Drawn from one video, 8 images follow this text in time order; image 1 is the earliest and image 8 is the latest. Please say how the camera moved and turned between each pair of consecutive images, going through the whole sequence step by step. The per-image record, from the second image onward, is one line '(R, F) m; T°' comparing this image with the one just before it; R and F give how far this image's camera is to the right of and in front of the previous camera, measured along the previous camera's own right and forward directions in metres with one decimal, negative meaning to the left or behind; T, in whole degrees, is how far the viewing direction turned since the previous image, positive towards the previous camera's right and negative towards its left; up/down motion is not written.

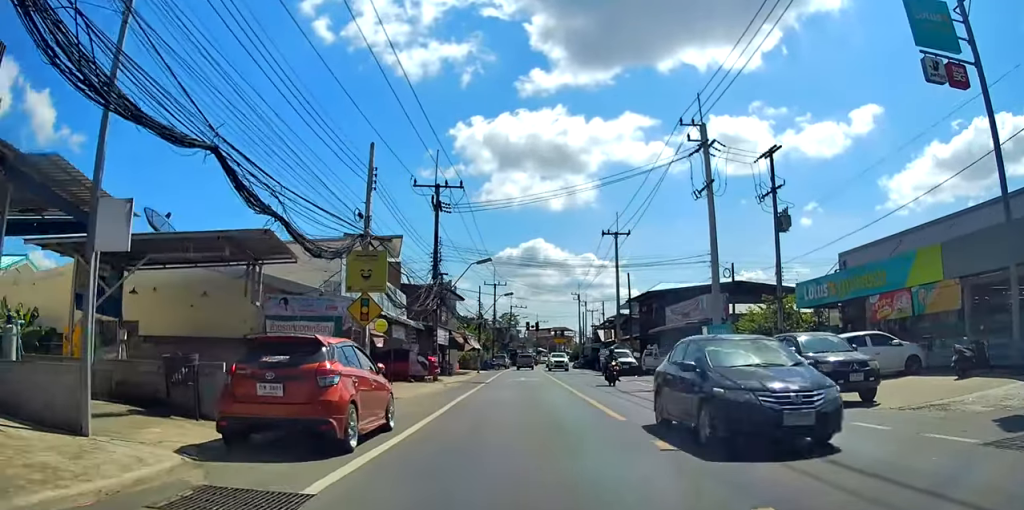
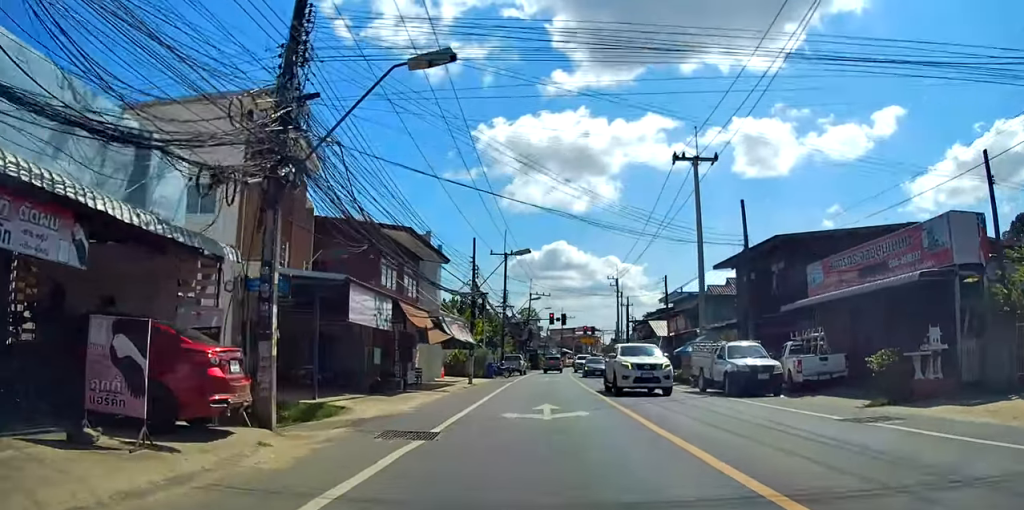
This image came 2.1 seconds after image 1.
(-0.1, +21.9) m; -3°
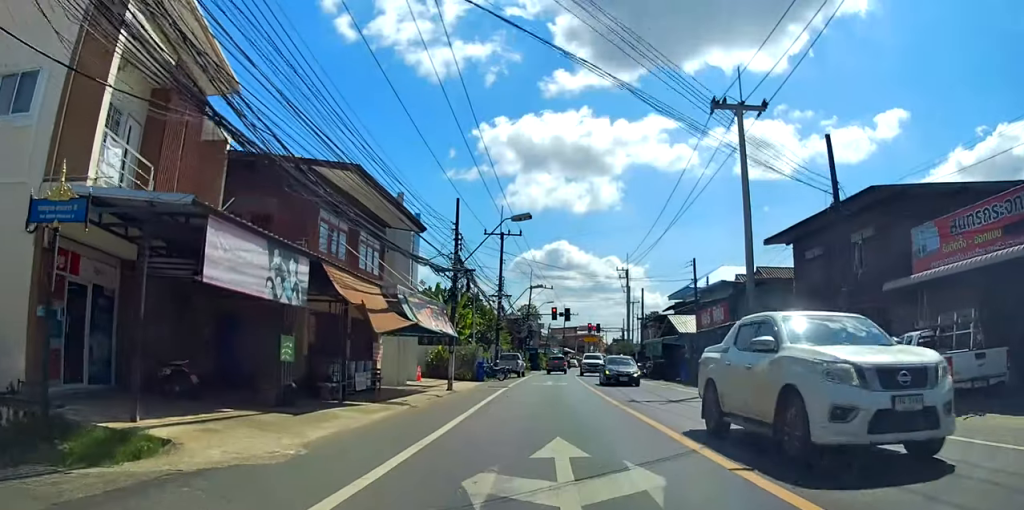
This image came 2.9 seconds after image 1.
(-0.2, +7.5) m; -1°
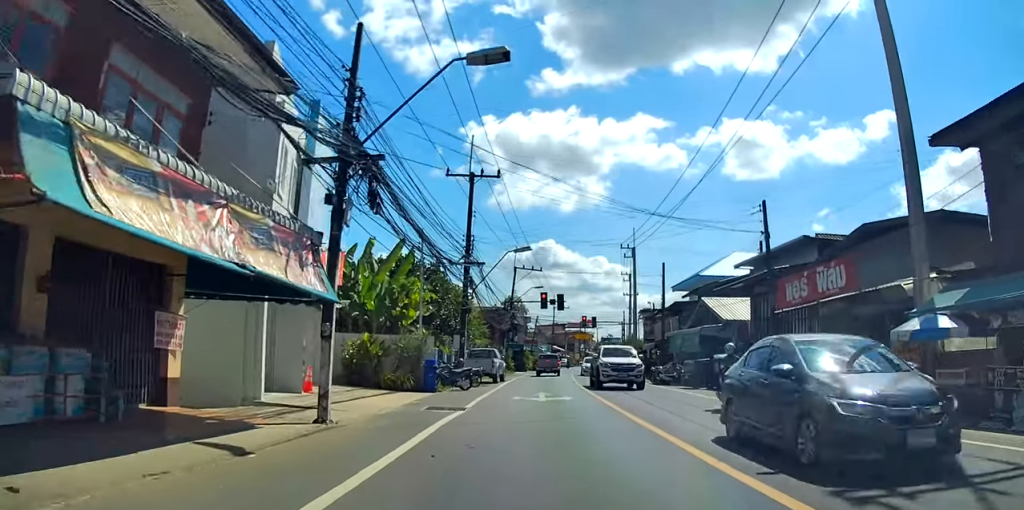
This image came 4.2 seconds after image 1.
(0.0, +13.1) m; 0°
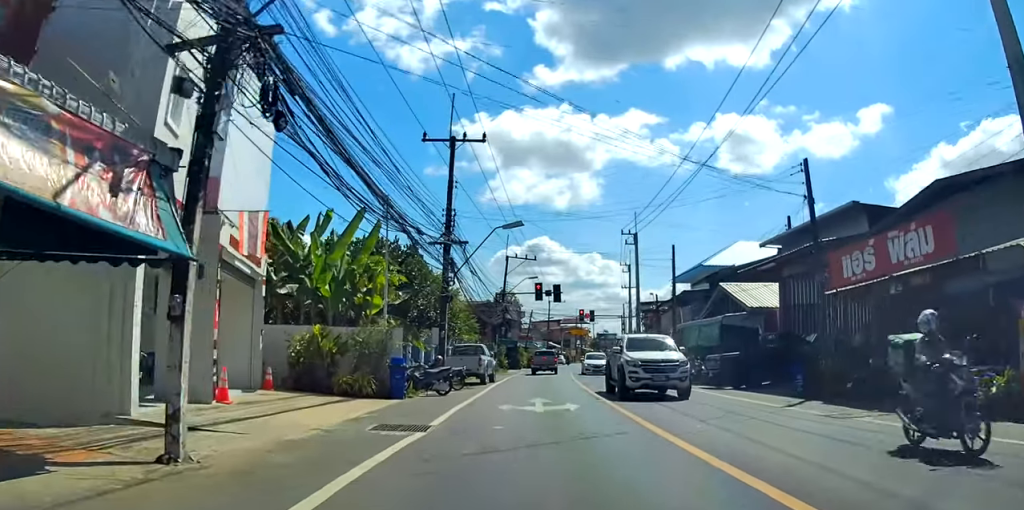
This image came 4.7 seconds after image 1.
(0.0, +4.2) m; +1°
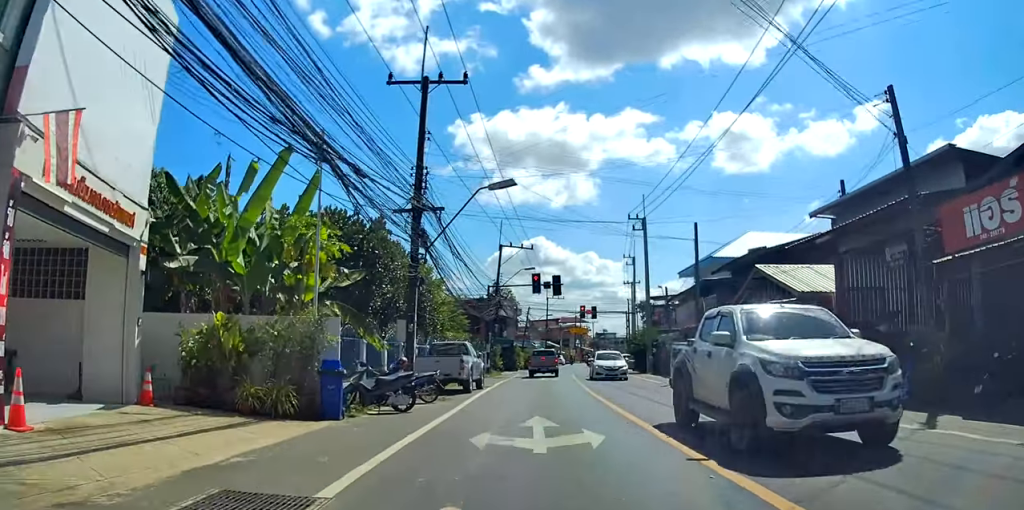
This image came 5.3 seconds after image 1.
(0.0, +5.1) m; +1°
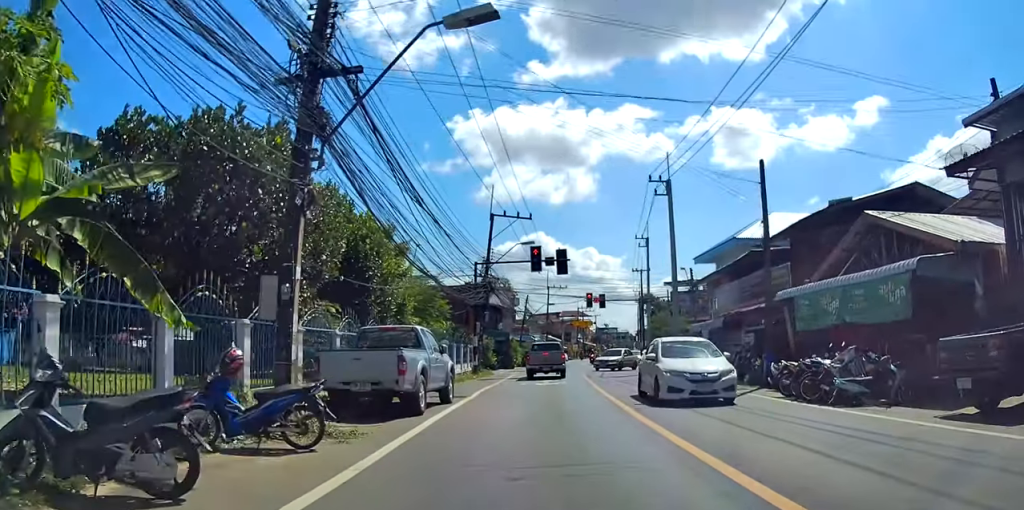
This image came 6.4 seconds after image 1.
(+0.1, +8.8) m; +2°
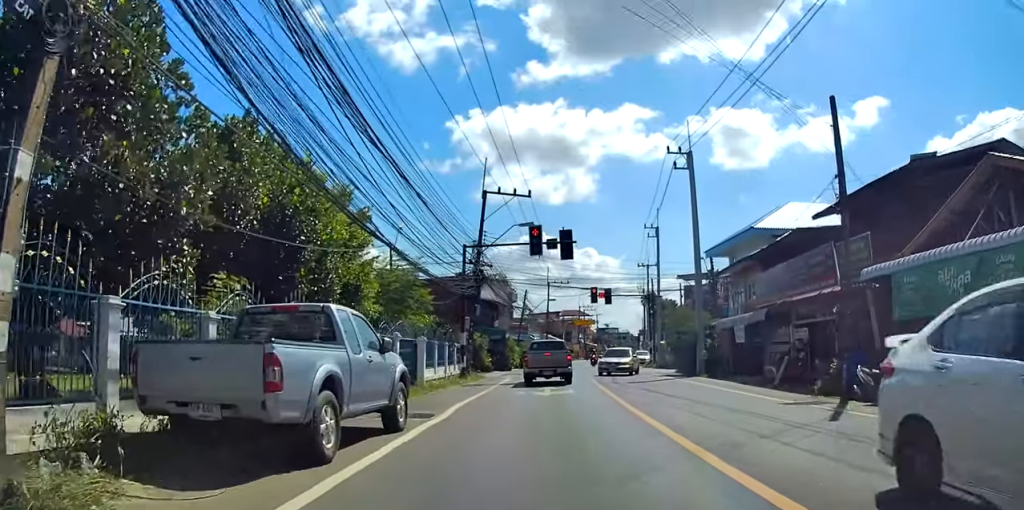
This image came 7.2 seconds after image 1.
(+0.1, +5.7) m; +1°
